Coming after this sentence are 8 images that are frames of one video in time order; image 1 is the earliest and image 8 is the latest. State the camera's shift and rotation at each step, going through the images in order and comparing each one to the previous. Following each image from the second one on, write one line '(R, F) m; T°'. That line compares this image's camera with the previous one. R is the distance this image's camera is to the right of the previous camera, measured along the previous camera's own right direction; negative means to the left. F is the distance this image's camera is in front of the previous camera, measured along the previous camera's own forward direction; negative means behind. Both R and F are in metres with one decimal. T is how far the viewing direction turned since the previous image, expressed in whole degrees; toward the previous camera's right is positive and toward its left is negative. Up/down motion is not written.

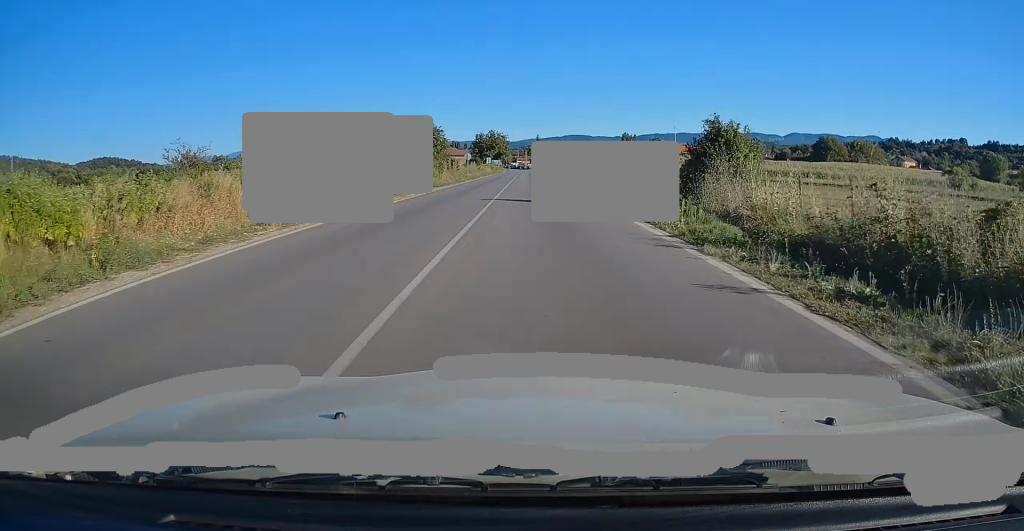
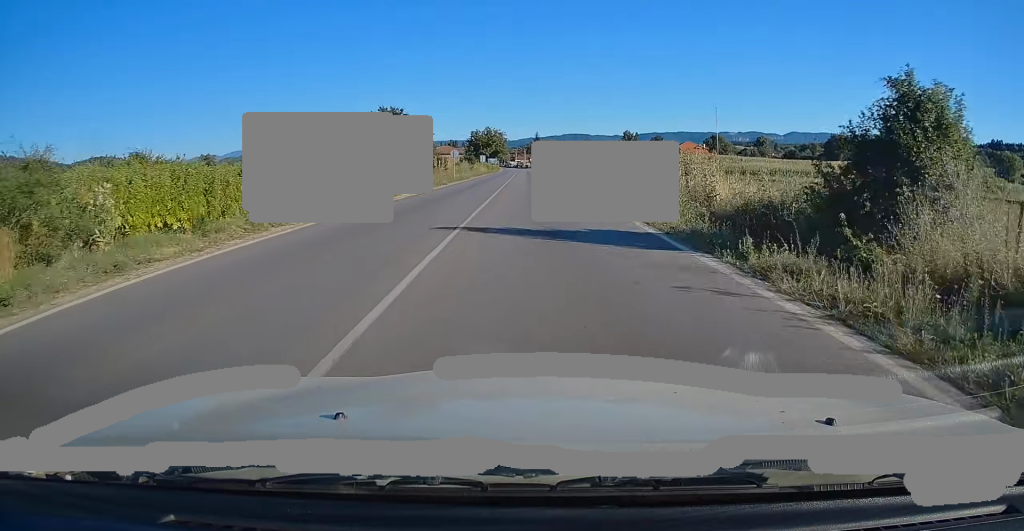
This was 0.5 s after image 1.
(+0.1, +10.9) m; 0°
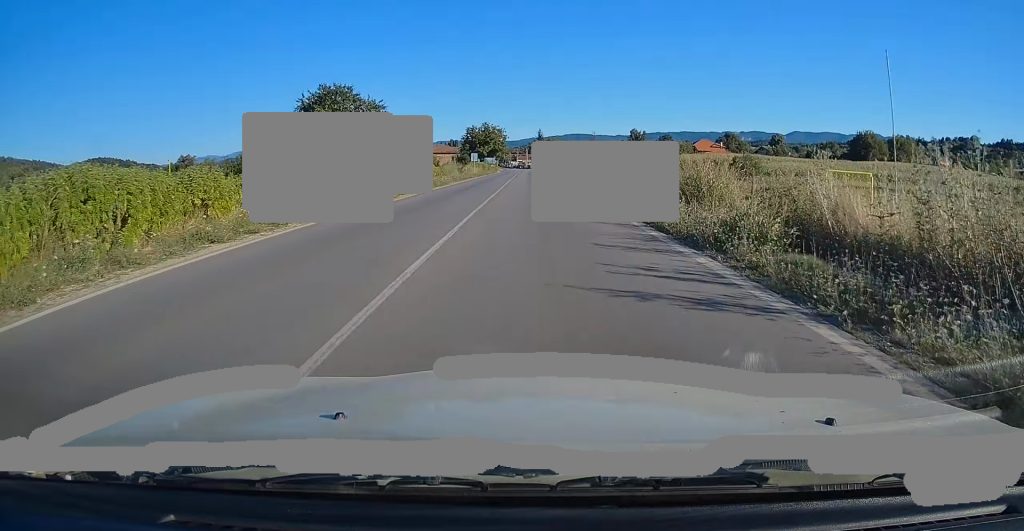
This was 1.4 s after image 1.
(+0.1, +18.2) m; 0°
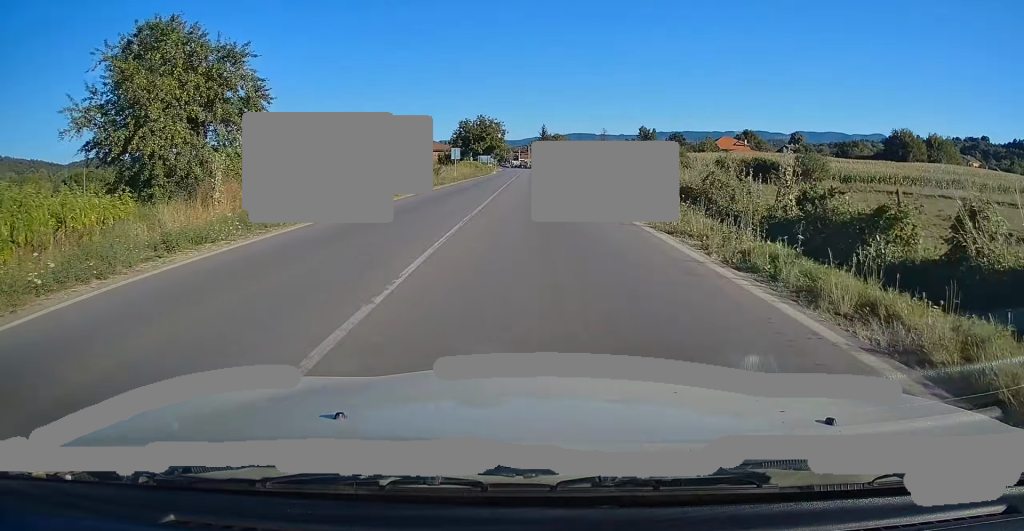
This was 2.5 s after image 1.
(0.0, +21.9) m; 0°
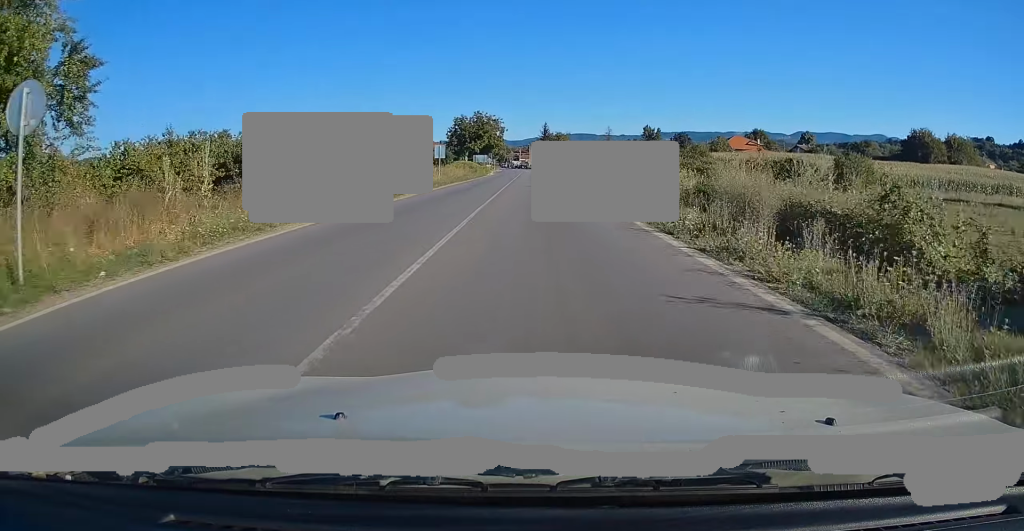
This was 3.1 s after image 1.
(+0.1, +10.4) m; 0°
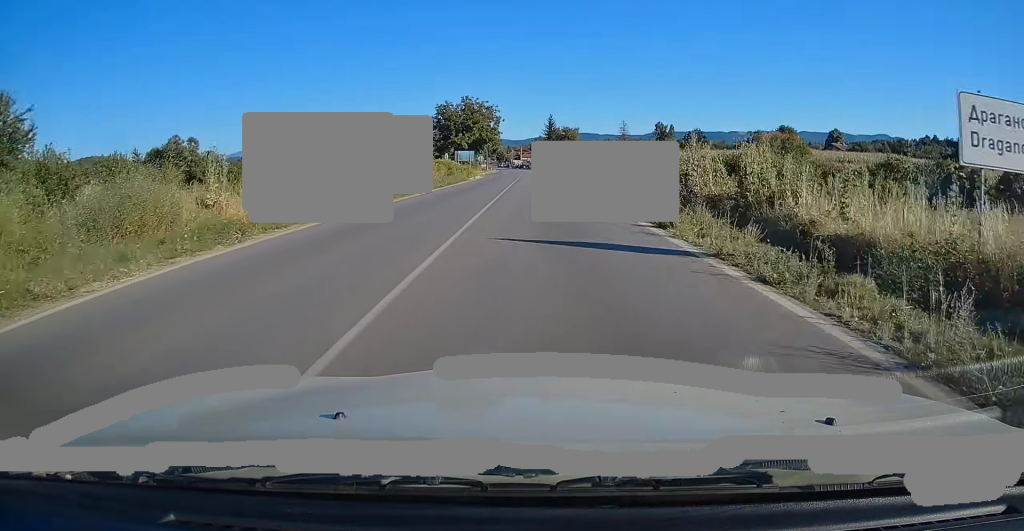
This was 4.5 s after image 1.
(-0.2, +26.2) m; 0°
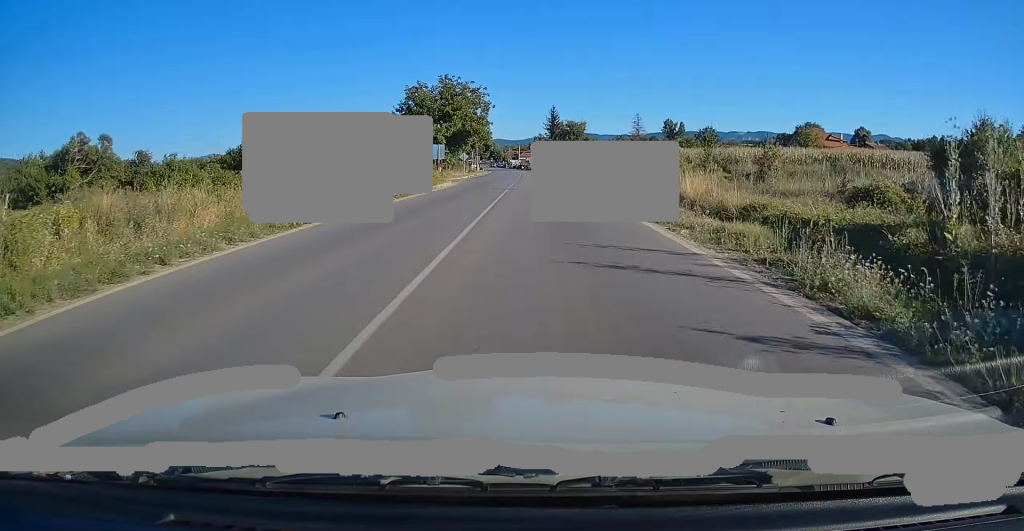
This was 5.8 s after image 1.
(+0.1, +23.5) m; 0°
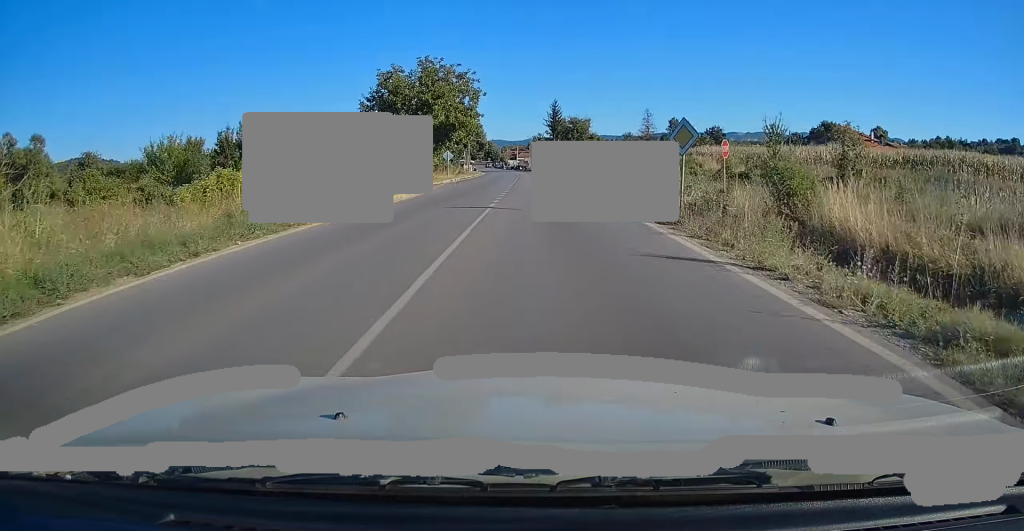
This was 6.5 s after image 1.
(0.0, +13.5) m; 0°
